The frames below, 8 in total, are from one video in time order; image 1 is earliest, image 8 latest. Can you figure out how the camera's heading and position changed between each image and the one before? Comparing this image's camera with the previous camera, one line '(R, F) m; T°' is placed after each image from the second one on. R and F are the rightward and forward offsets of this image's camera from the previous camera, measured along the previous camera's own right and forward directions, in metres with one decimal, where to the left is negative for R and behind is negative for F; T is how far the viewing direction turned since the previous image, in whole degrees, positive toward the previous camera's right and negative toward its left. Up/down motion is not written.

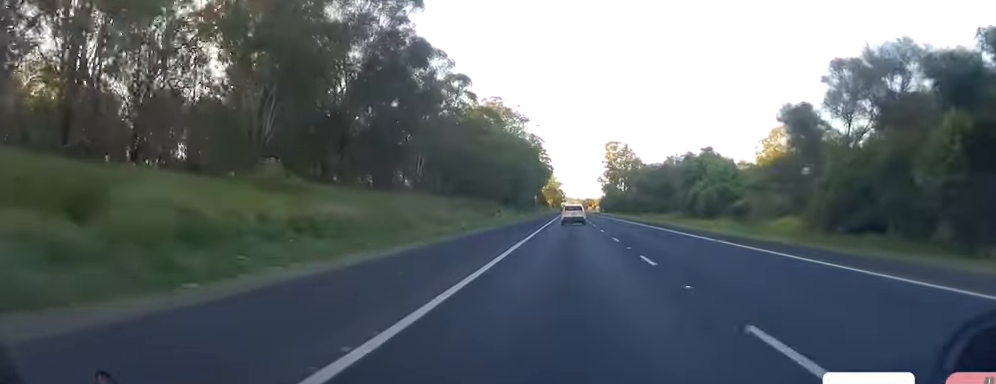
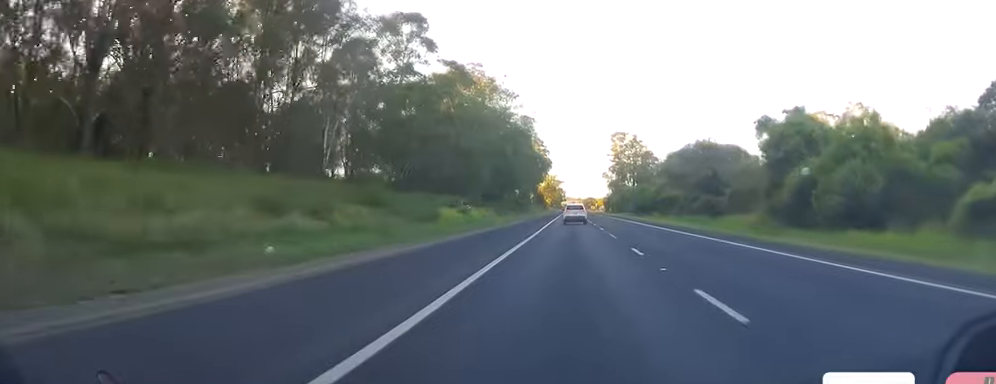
(-0.2, +32.0) m; 0°
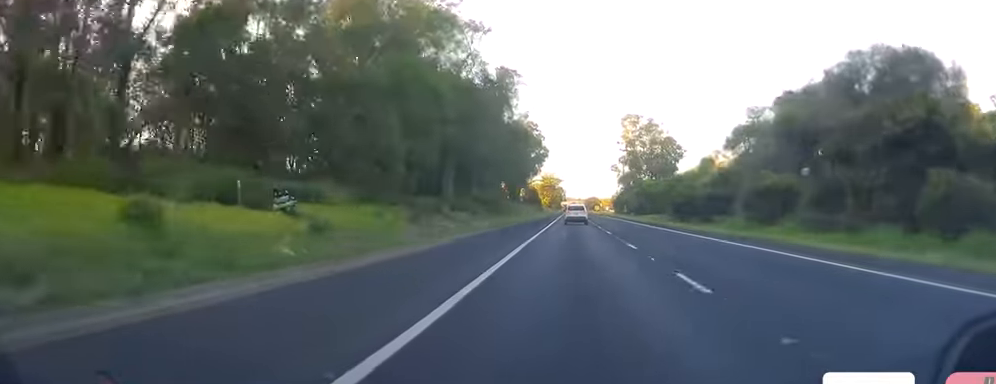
(+0.6, +44.3) m; 0°
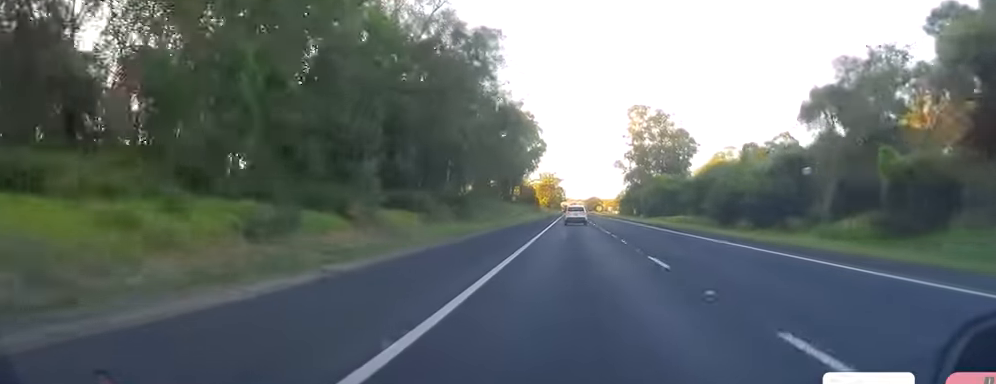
(+0.1, +19.0) m; -1°
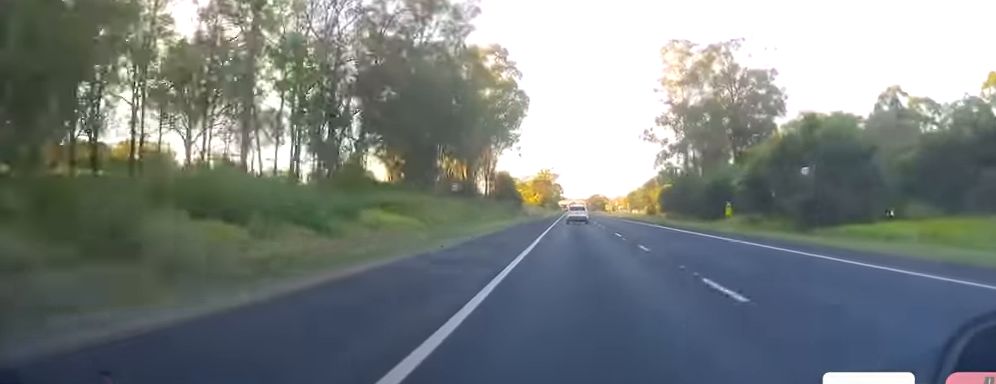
(-0.2, +65.7) m; +1°
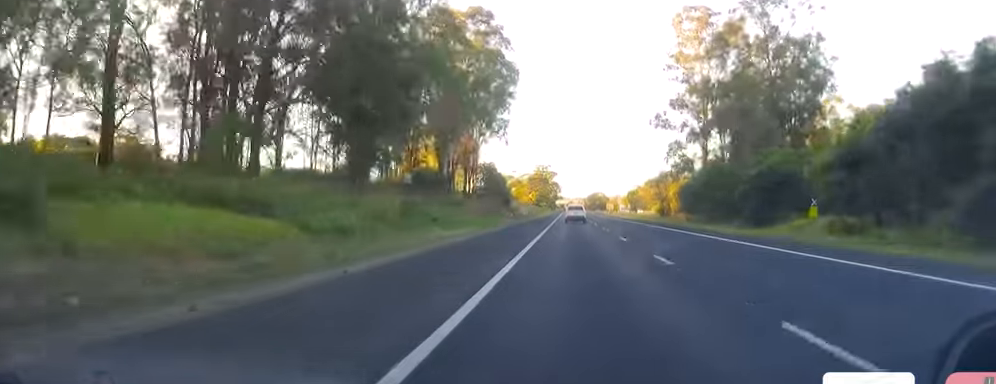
(+0.3, +17.2) m; -1°
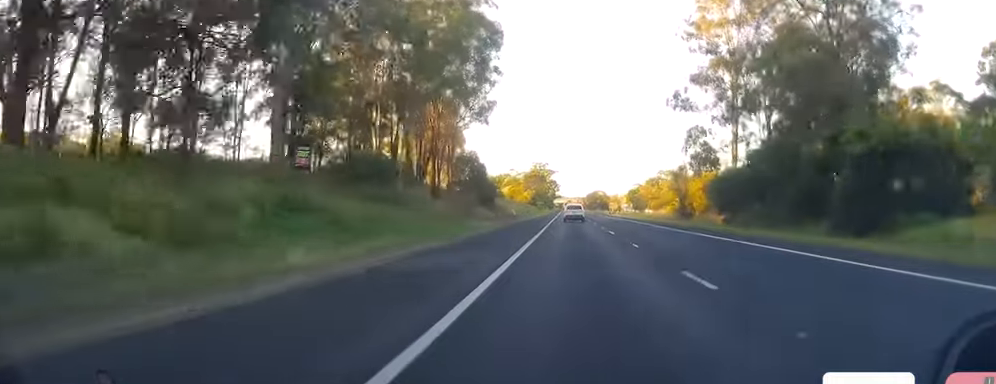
(-0.4, +17.1) m; 0°
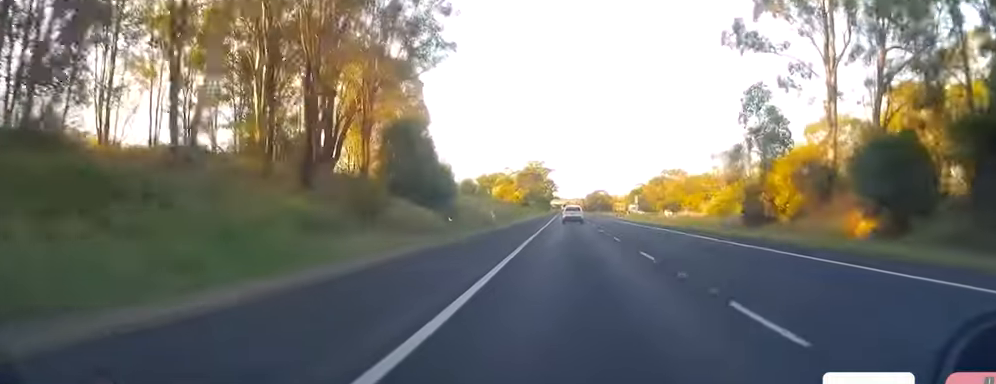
(+0.1, +28.5) m; +1°
